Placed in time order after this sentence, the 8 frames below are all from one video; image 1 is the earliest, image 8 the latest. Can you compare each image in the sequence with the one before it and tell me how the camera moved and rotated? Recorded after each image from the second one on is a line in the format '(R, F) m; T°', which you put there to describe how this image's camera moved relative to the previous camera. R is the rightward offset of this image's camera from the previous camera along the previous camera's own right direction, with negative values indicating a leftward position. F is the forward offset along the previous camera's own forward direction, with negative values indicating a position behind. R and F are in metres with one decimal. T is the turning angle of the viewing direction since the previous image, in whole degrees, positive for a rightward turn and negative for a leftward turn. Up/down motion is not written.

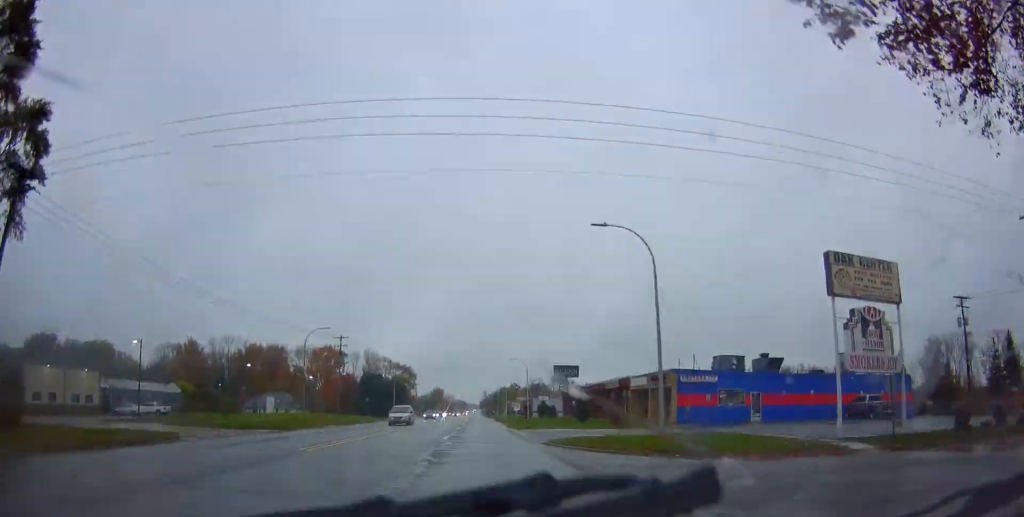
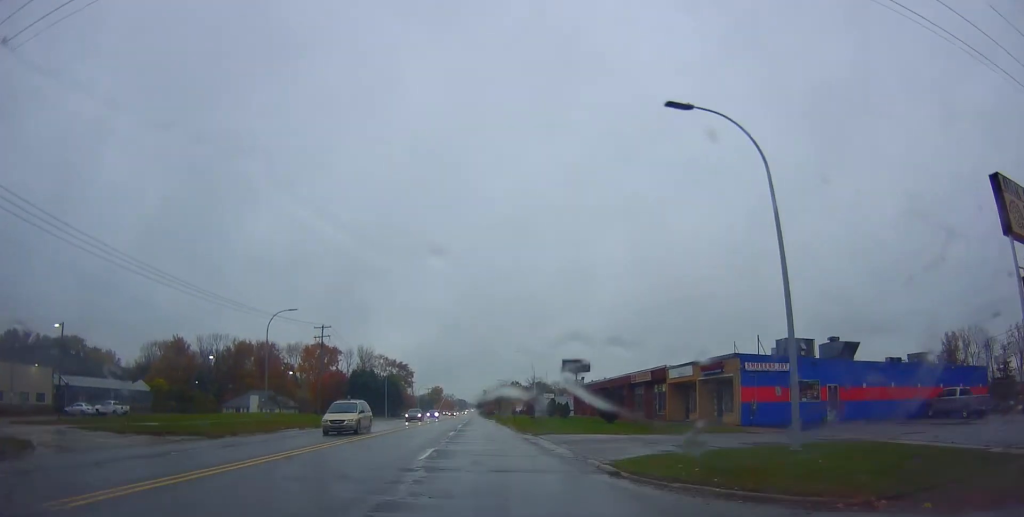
(0.0, +11.1) m; 0°
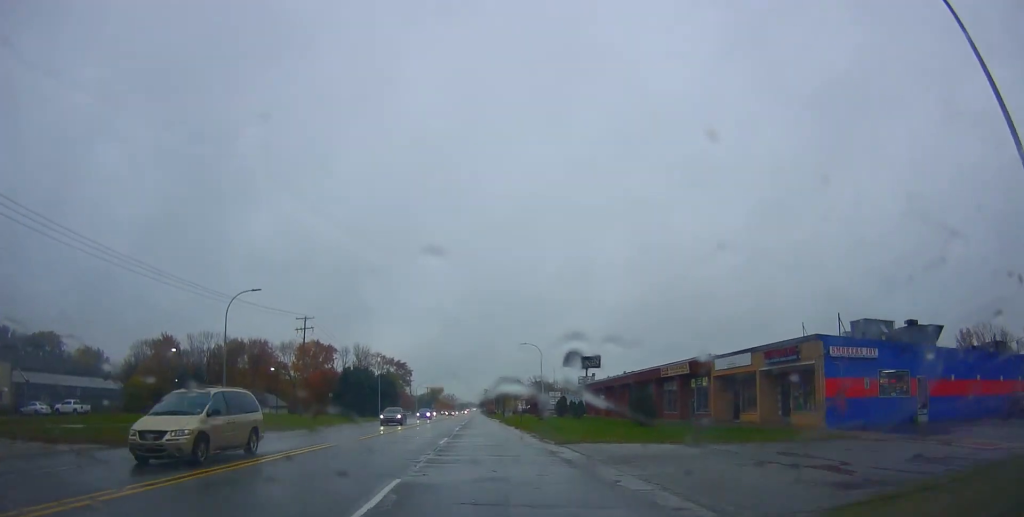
(0.0, +8.8) m; -1°
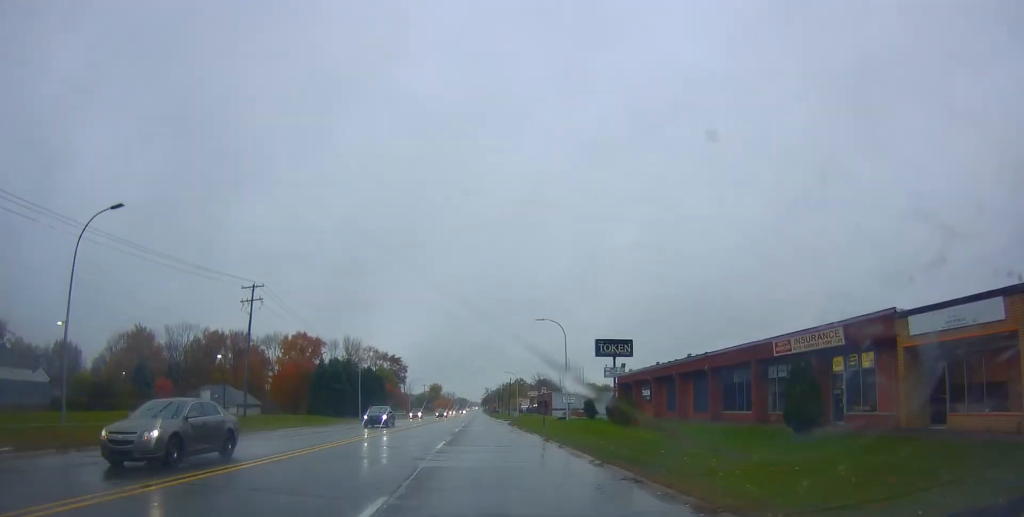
(-0.3, +18.1) m; -1°
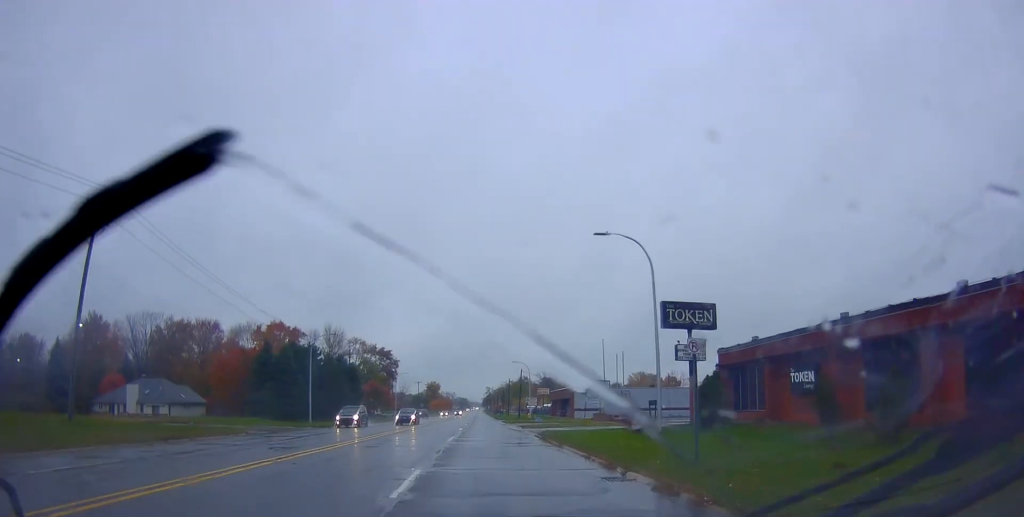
(+0.4, +26.1) m; +2°
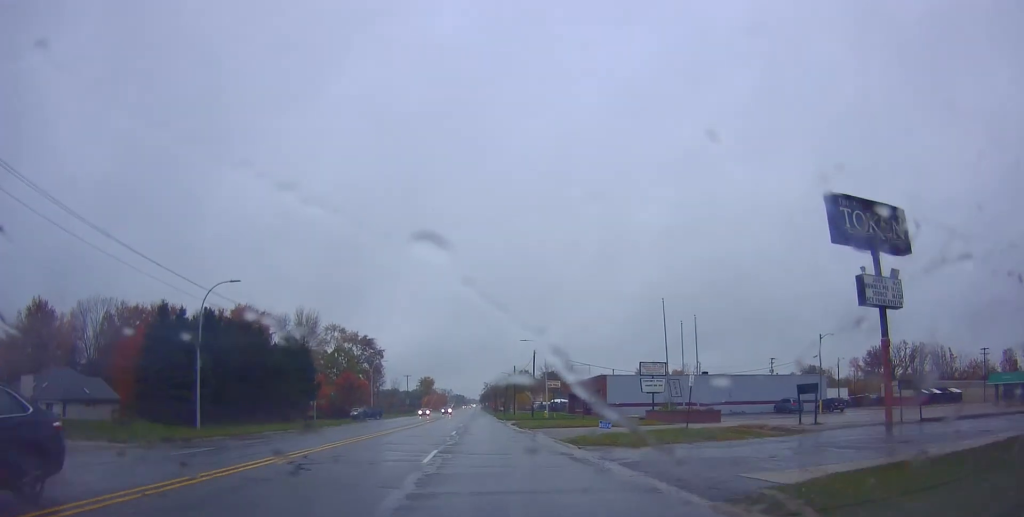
(0.0, +24.7) m; 0°
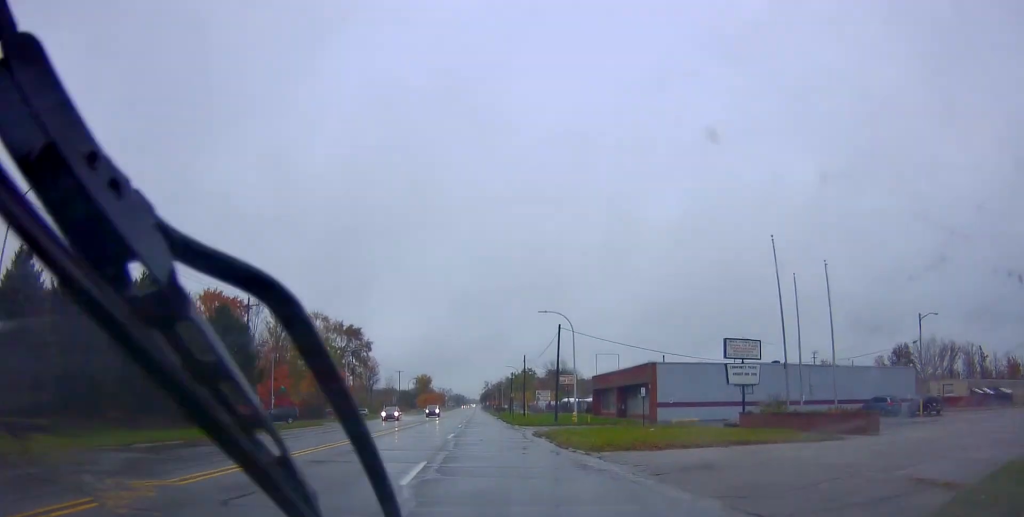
(0.0, +19.0) m; -1°
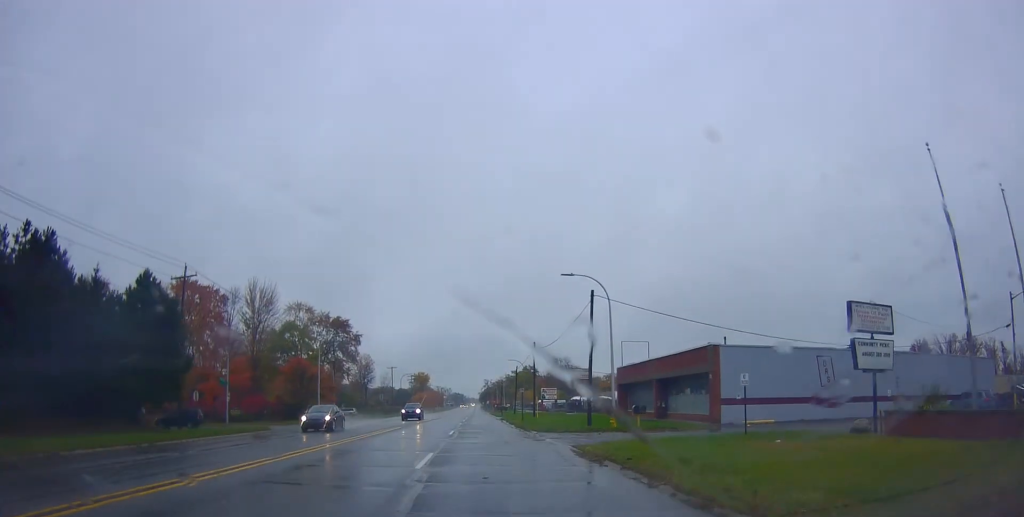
(-0.2, +13.4) m; -1°
